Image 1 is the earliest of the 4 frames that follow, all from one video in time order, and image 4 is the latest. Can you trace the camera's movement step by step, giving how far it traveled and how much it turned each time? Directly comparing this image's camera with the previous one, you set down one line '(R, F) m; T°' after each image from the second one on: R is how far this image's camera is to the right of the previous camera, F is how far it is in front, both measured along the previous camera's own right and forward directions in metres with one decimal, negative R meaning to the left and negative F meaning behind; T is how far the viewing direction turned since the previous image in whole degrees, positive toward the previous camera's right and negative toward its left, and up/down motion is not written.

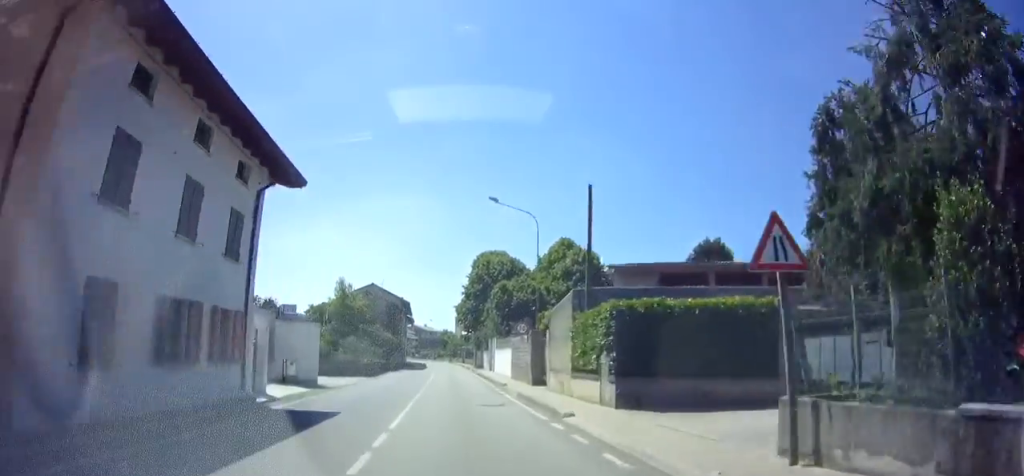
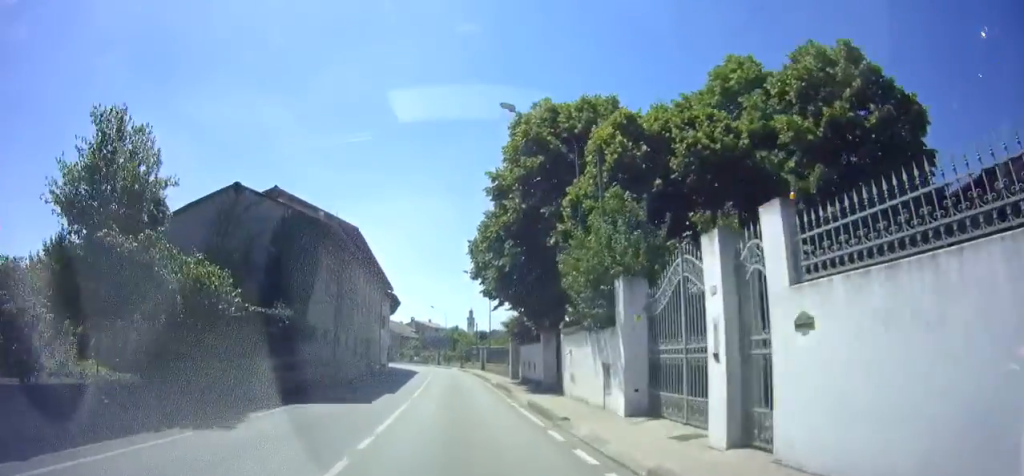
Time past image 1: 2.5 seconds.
(-0.1, +36.4) m; 0°
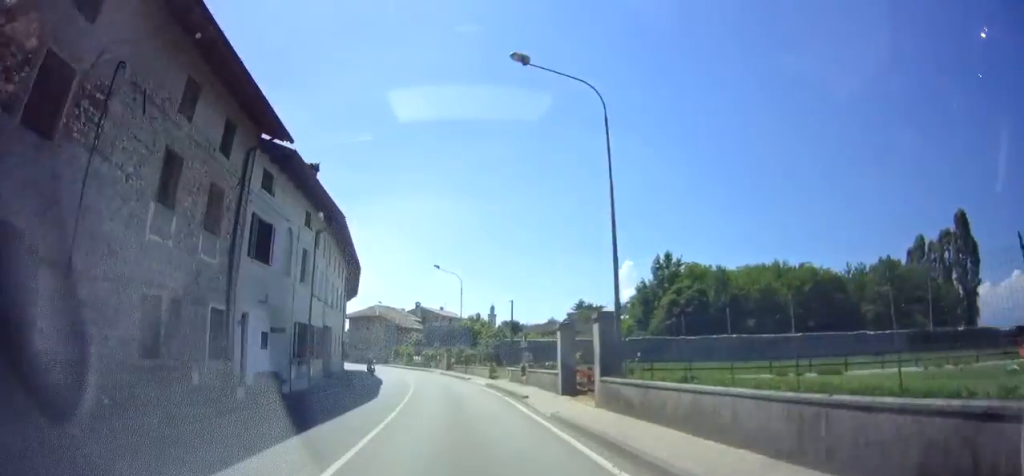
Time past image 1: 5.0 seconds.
(-0.5, +35.0) m; -4°
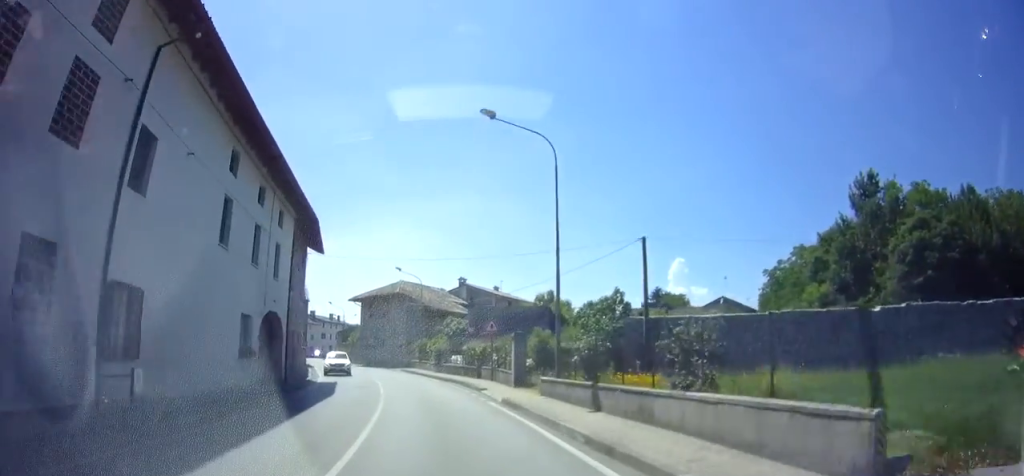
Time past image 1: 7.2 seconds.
(-2.3, +28.7) m; -9°
